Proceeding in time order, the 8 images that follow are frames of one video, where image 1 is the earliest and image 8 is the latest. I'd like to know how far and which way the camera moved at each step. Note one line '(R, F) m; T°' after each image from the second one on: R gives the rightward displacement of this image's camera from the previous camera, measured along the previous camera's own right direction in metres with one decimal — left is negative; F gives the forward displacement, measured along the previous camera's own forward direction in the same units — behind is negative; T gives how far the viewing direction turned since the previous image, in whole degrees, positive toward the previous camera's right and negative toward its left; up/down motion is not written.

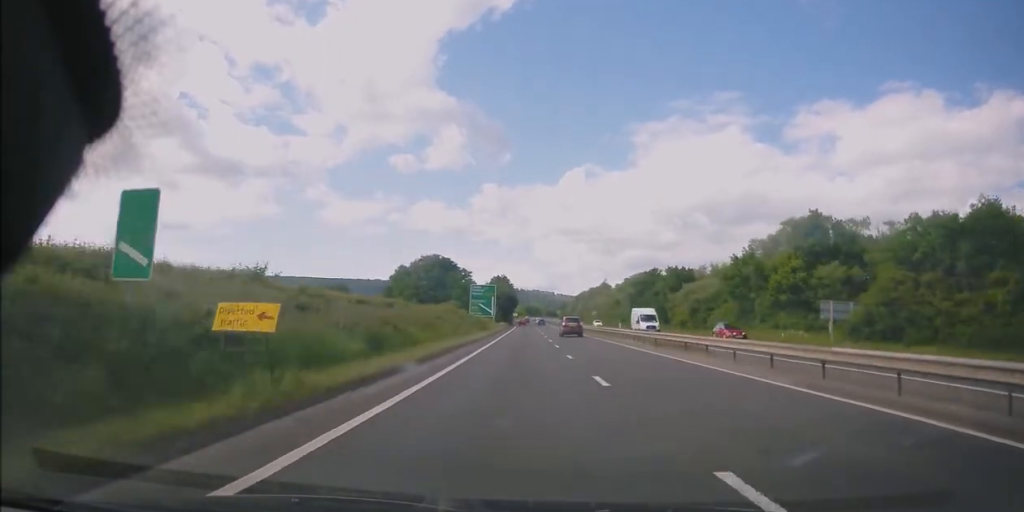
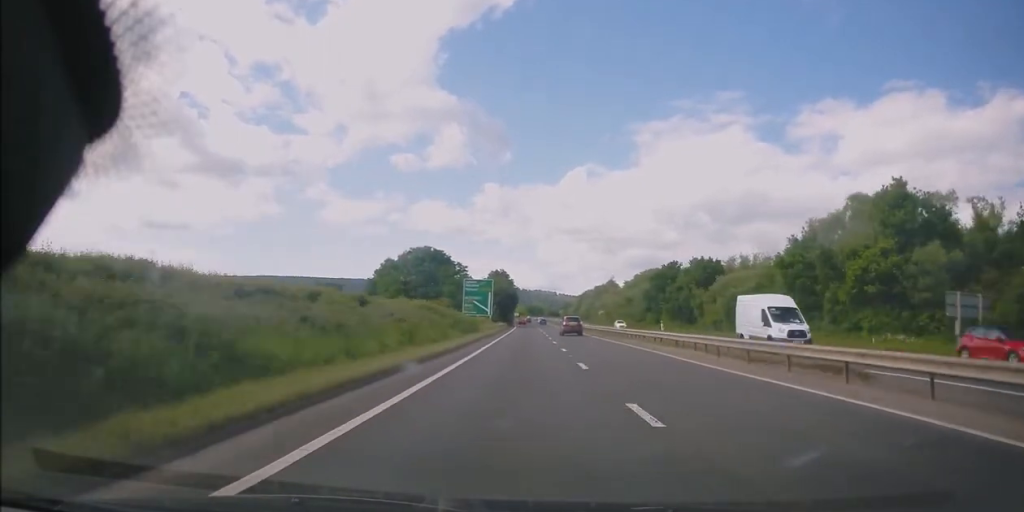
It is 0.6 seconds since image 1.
(+0.1, +13.8) m; 0°
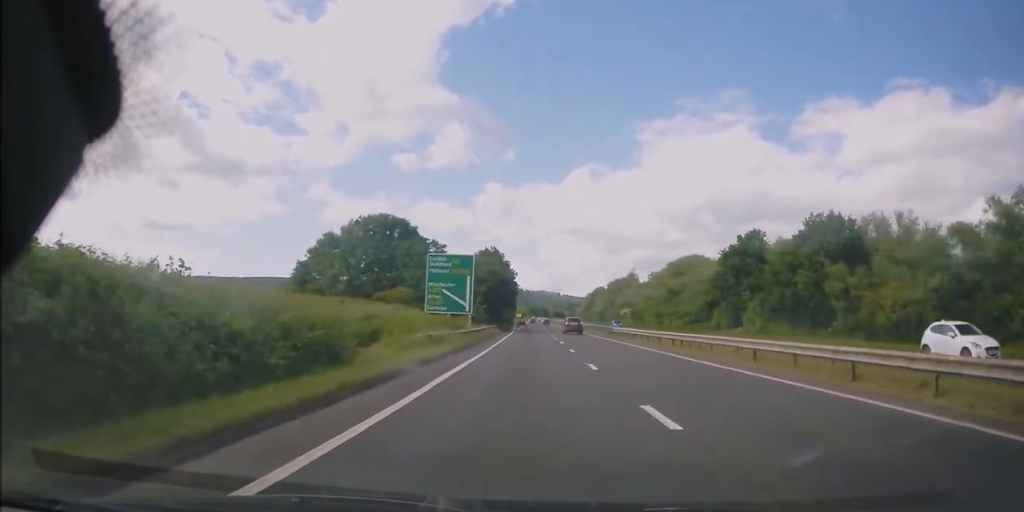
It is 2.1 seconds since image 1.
(-0.5, +36.6) m; -1°
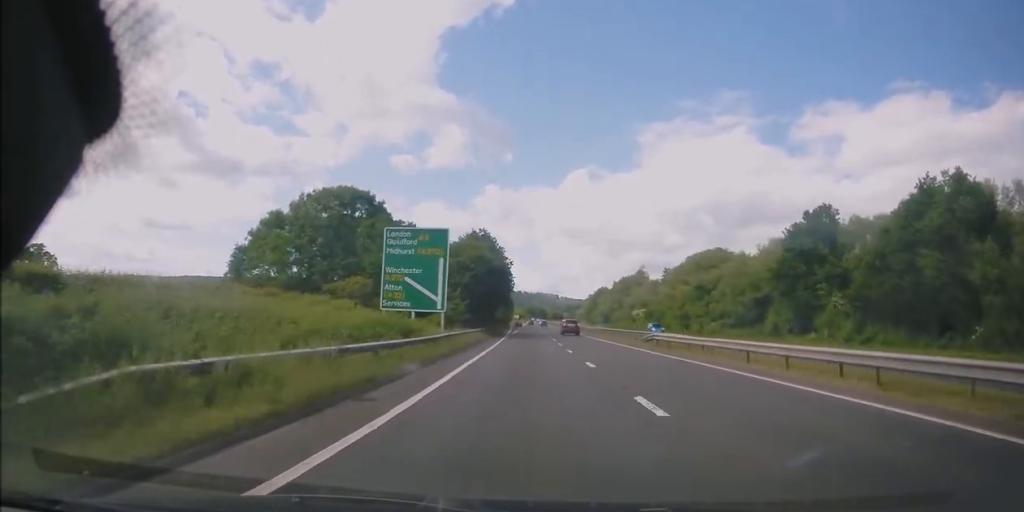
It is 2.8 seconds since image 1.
(0.0, +17.0) m; 0°
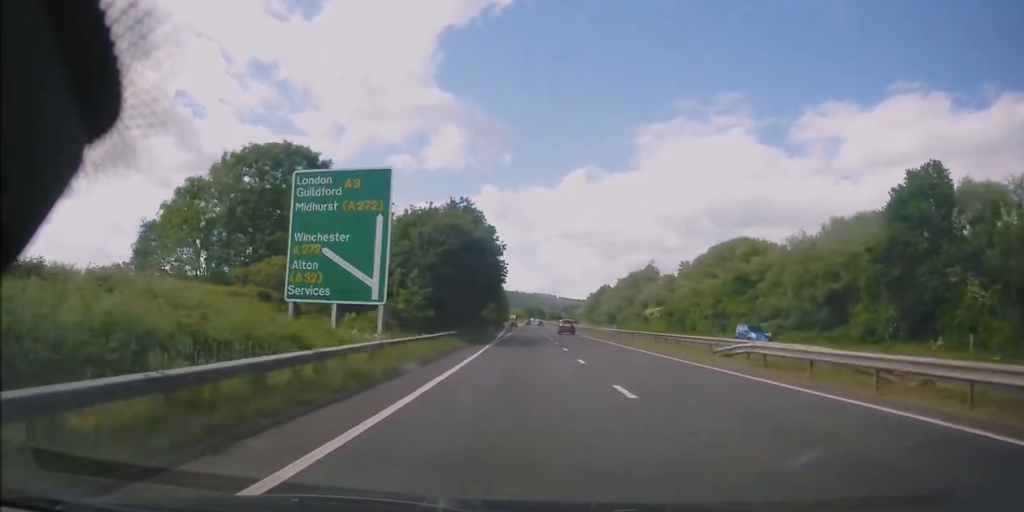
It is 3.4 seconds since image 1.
(+0.2, +16.2) m; 0°
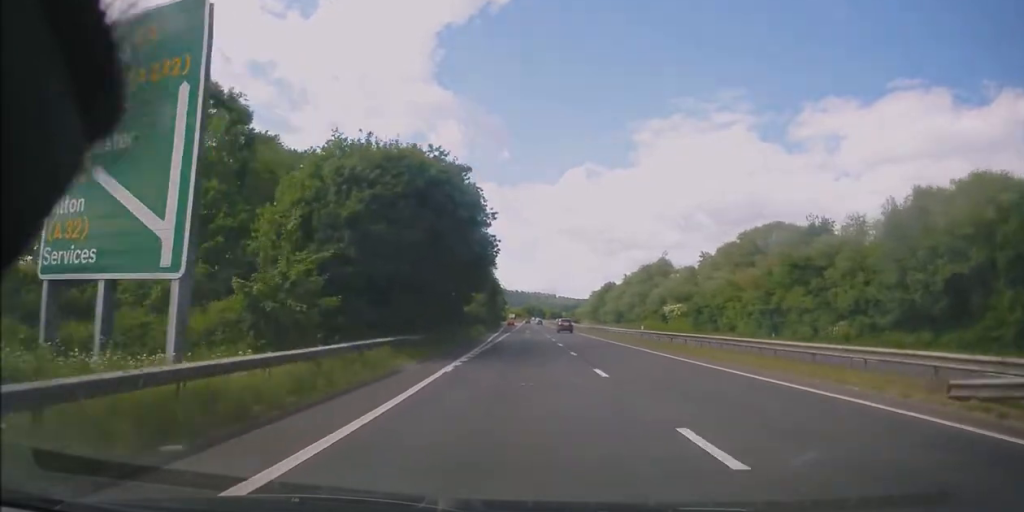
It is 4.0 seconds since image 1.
(-0.2, +14.6) m; 0°
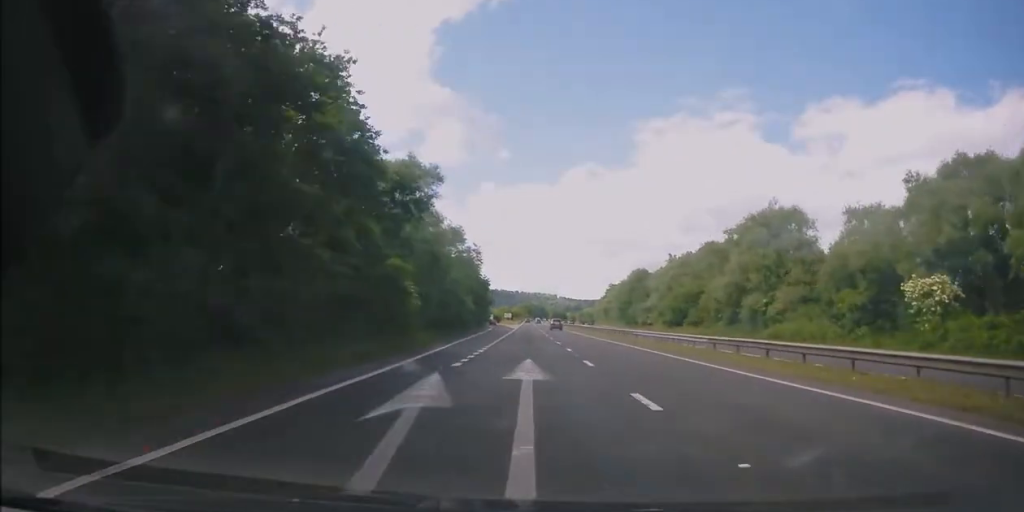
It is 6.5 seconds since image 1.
(-0.1, +60.5) m; 0°
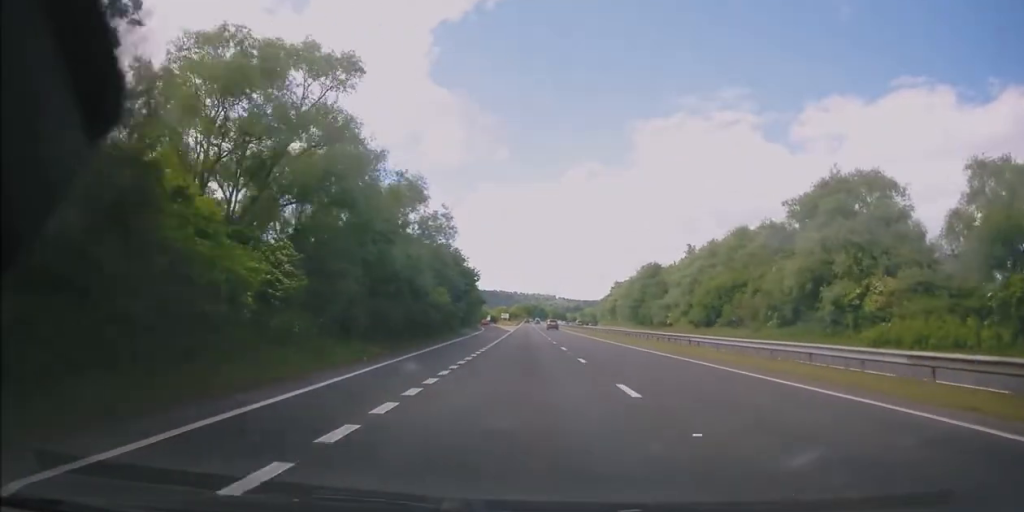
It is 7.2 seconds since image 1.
(+0.2, +16.8) m; 0°
